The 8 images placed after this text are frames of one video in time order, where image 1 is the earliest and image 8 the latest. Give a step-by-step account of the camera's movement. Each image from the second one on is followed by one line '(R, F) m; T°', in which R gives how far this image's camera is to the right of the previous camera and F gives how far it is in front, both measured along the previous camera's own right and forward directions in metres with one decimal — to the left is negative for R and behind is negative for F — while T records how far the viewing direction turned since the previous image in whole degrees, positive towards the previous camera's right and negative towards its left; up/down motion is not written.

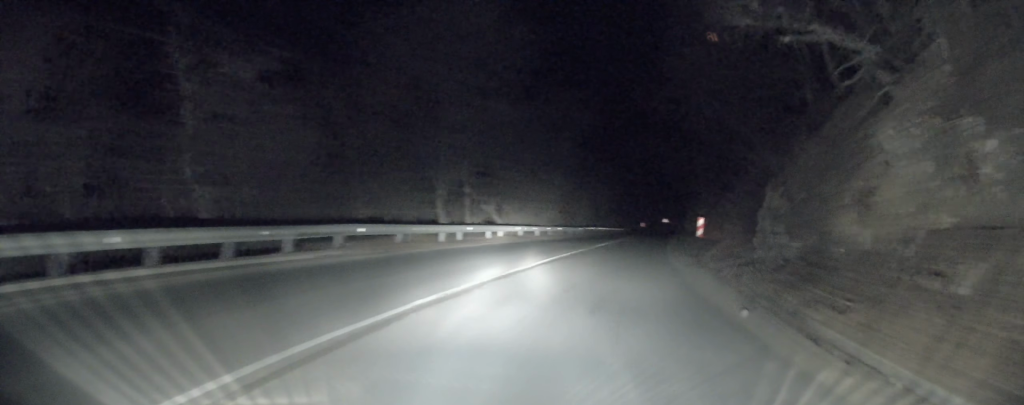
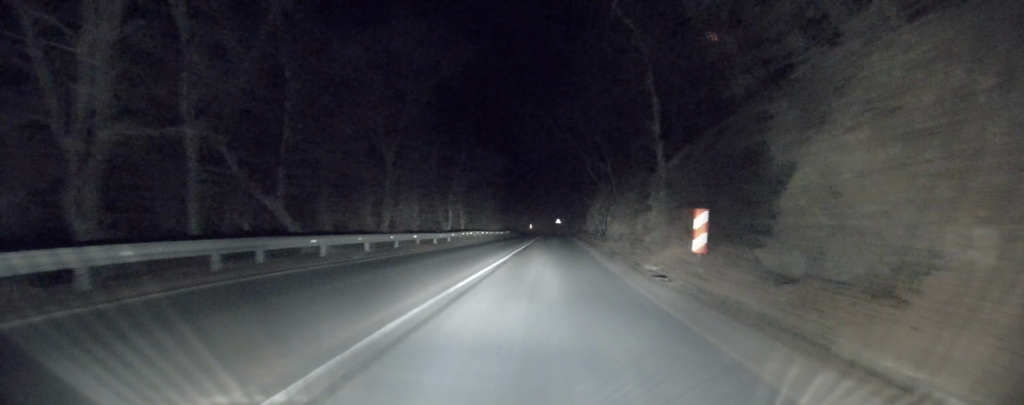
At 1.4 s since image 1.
(+1.5, +15.7) m; +11°
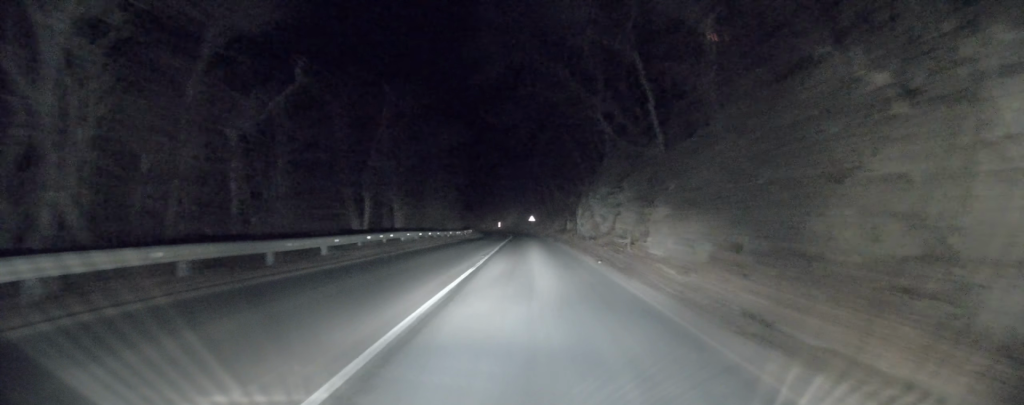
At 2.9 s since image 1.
(+1.2, +17.9) m; +5°
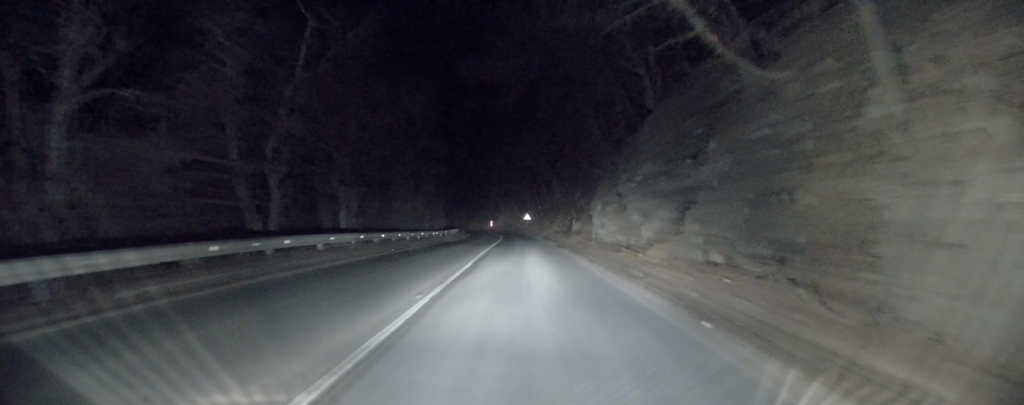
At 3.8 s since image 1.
(+0.2, +11.4) m; +1°
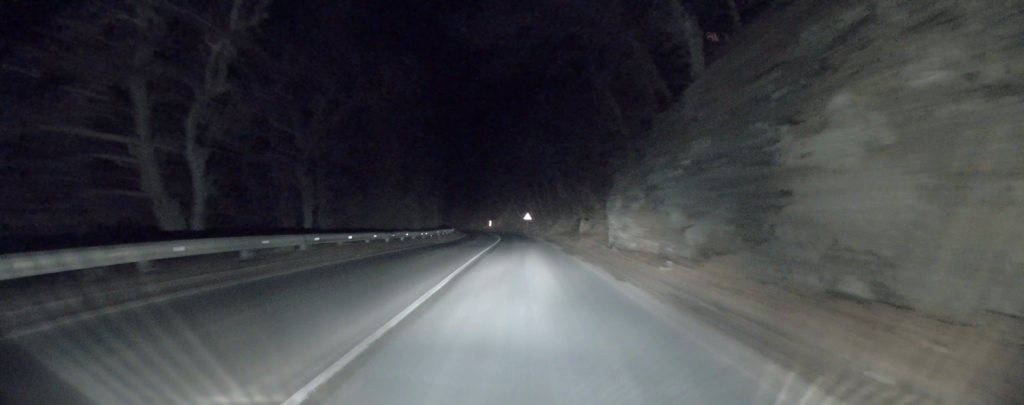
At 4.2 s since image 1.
(+0.1, +5.2) m; 0°
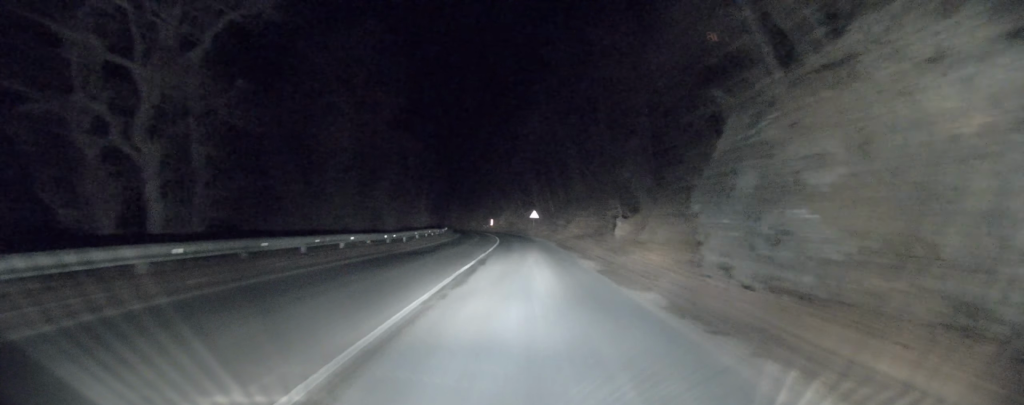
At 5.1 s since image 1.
(-0.1, +11.6) m; -1°
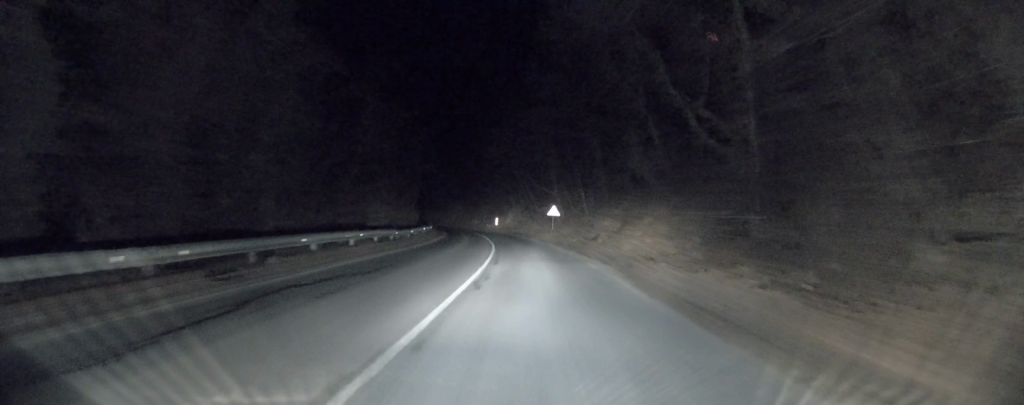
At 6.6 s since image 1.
(0.0, +20.0) m; 0°
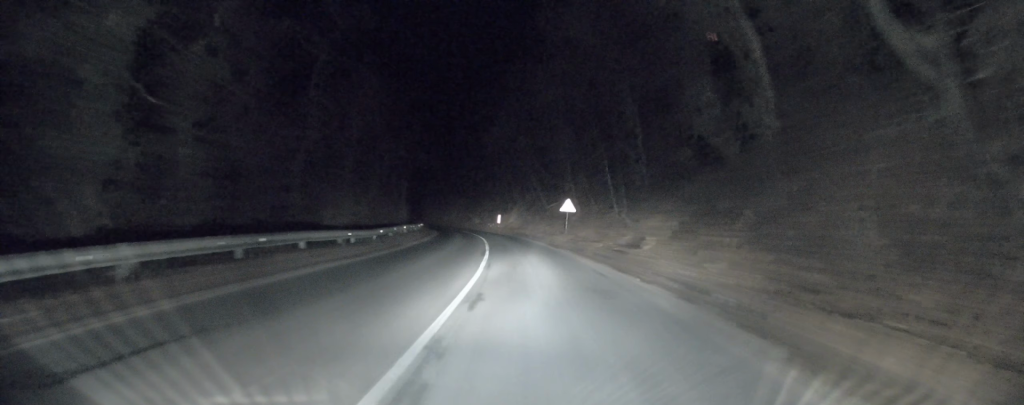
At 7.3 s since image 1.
(+0.2, +9.2) m; 0°
